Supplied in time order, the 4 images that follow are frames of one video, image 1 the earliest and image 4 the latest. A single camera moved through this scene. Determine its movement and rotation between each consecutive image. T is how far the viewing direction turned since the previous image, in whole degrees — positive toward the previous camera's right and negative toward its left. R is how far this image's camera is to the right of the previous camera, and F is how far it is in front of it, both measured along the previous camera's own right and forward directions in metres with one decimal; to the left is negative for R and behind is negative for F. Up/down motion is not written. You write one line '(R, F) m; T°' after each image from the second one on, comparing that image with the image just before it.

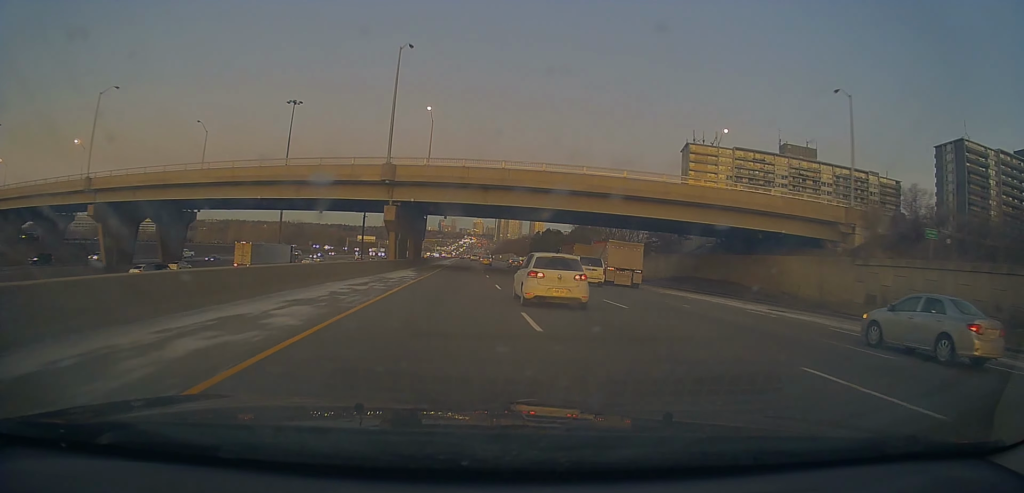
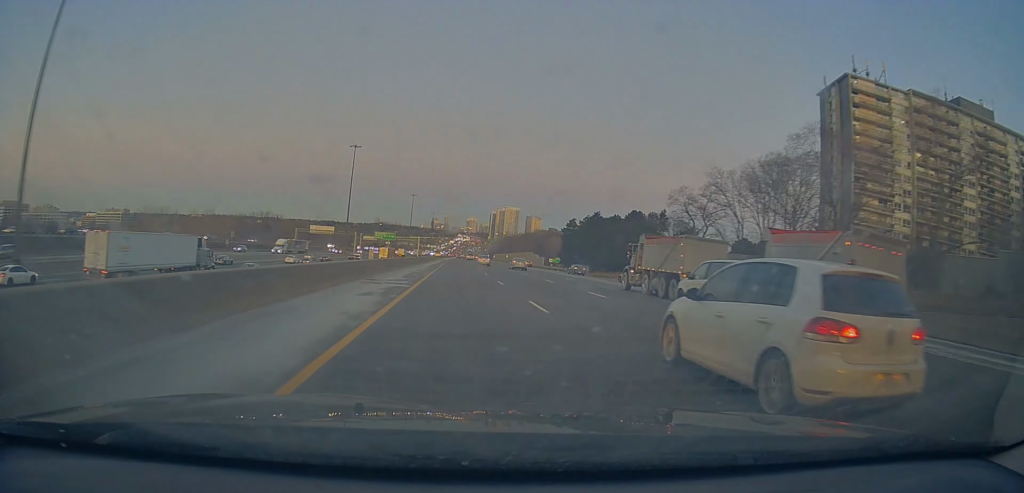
(+0.2, +80.3) m; 0°
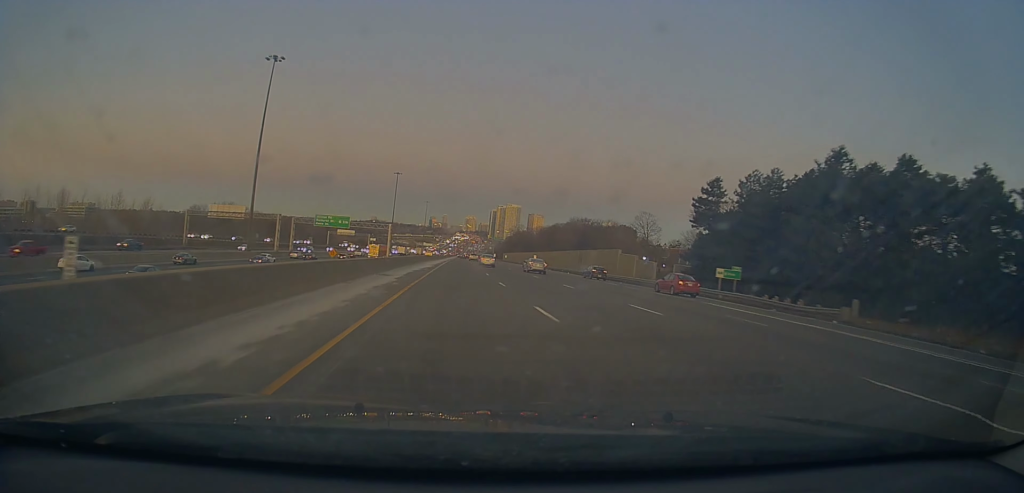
(+2.3, +85.8) m; +2°
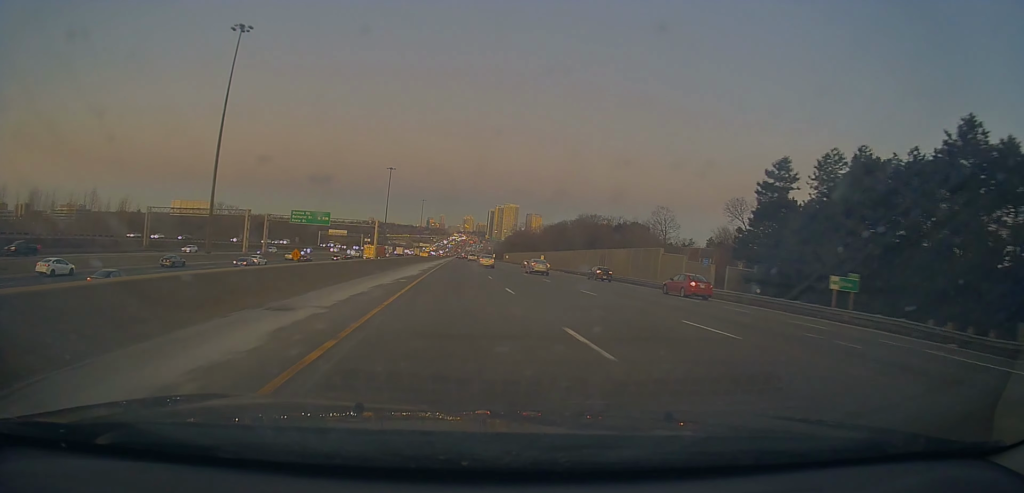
(-0.2, +16.4) m; -1°
